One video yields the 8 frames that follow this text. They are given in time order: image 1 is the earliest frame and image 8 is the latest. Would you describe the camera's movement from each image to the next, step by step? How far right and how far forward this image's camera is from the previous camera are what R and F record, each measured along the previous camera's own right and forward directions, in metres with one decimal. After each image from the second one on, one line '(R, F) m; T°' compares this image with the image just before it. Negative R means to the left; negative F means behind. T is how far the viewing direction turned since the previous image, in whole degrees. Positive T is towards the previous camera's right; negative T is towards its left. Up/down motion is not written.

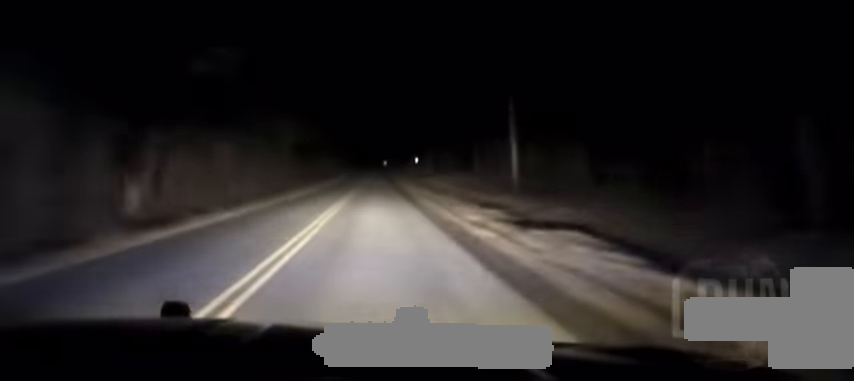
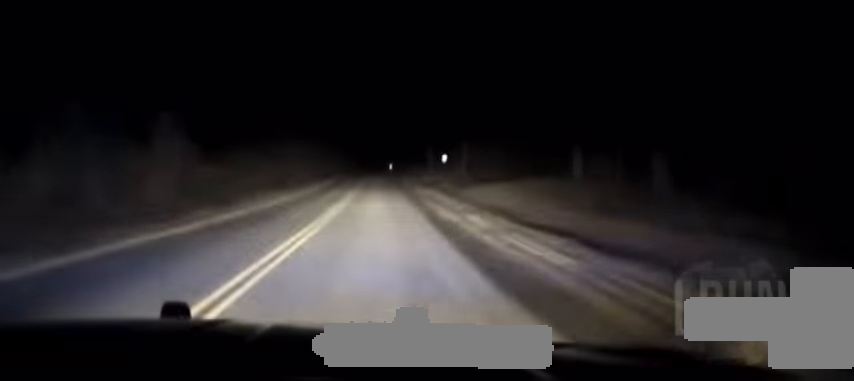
(-0.2, +46.8) m; 0°
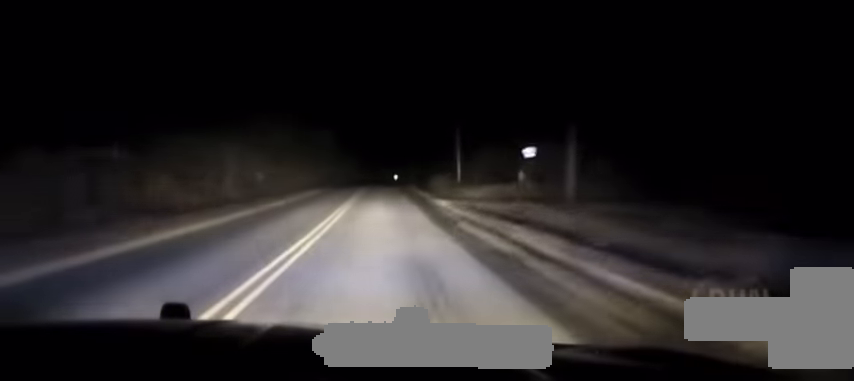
(-0.1, +50.9) m; 0°
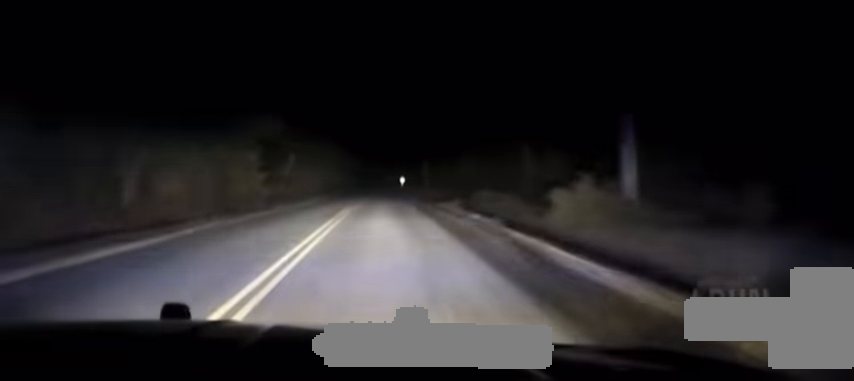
(+0.1, +64.7) m; 0°
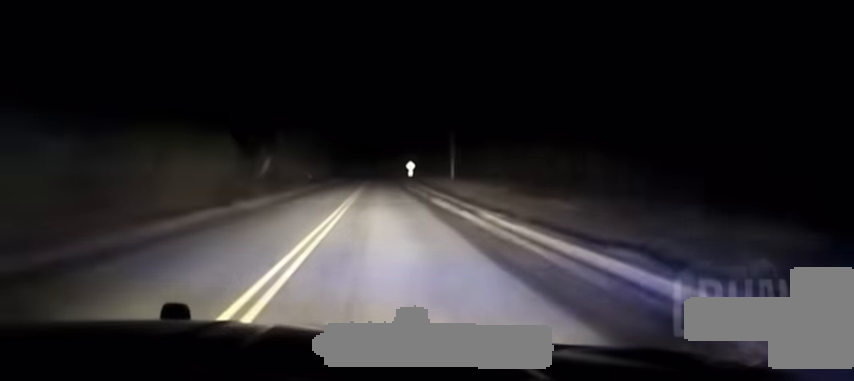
(0.0, +72.5) m; 0°
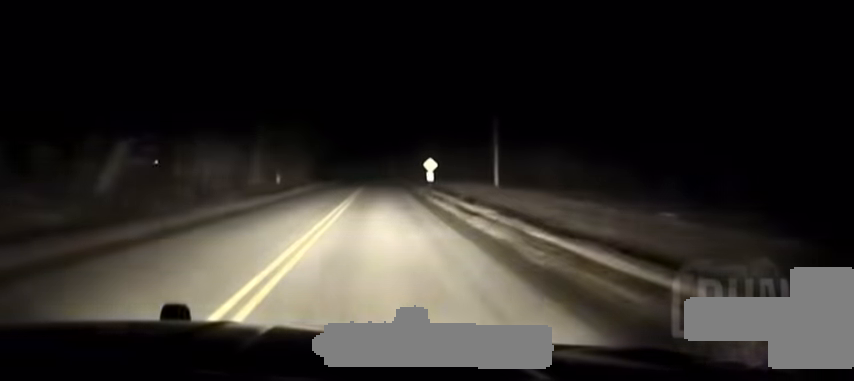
(+0.1, +34.3) m; 0°
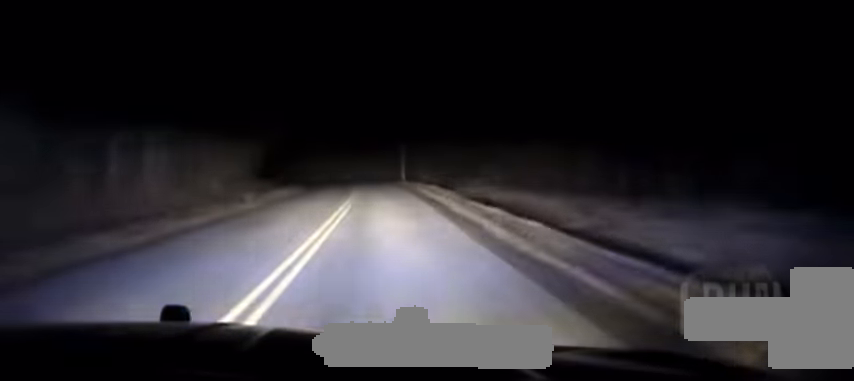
(0.0, +58.6) m; -1°
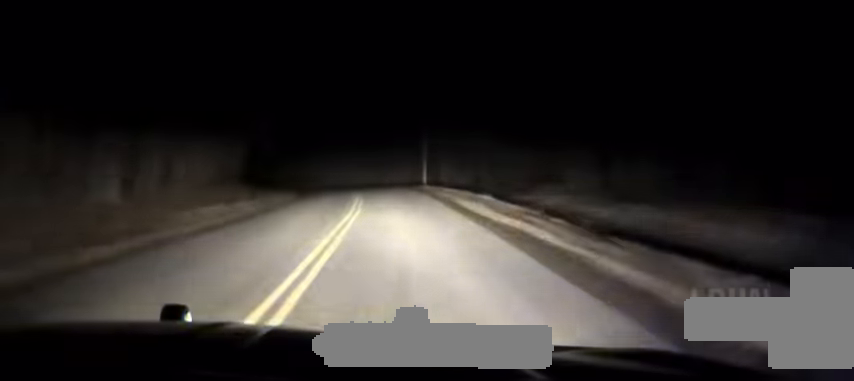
(+0.4, +19.0) m; -2°
